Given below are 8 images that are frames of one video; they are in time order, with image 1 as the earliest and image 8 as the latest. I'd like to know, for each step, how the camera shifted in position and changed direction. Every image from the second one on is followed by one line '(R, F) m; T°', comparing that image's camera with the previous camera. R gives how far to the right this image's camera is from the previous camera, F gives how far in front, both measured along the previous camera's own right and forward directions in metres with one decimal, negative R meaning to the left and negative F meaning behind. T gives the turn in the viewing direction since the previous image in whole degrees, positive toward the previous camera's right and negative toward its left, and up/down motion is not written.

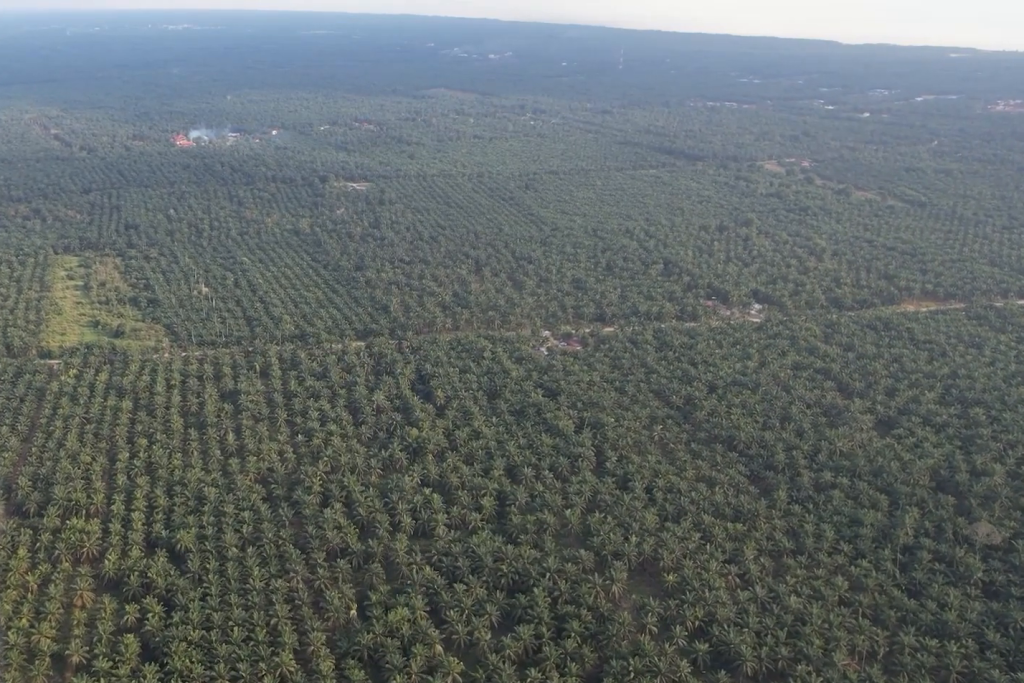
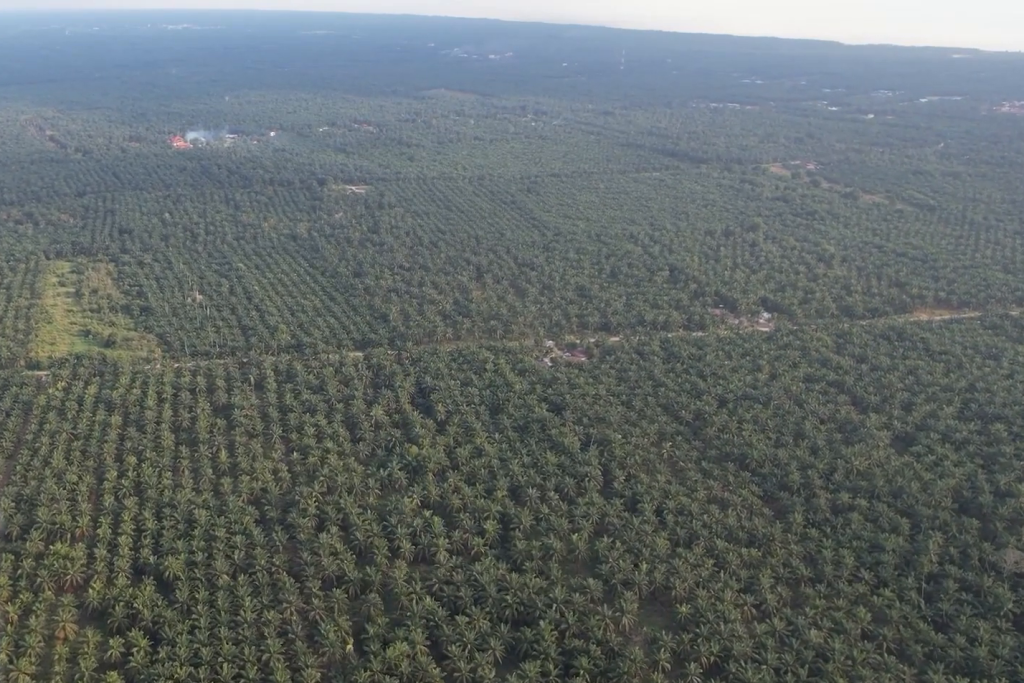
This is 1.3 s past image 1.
(0.0, +18.4) m; 0°
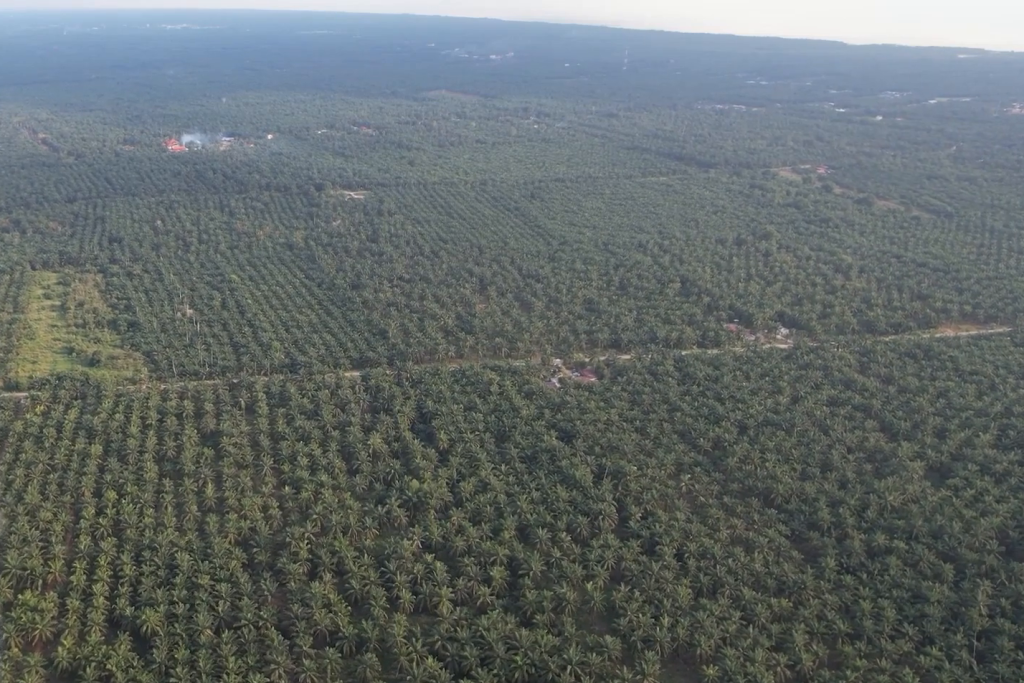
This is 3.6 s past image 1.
(0.0, +32.6) m; 0°
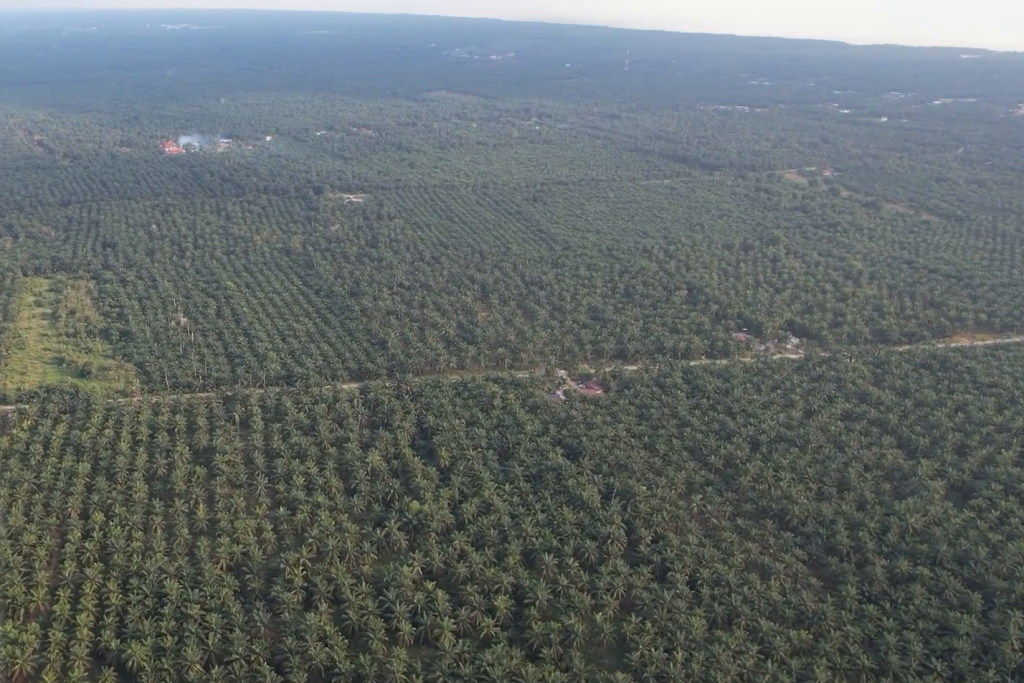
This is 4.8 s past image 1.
(0.0, +17.6) m; 0°
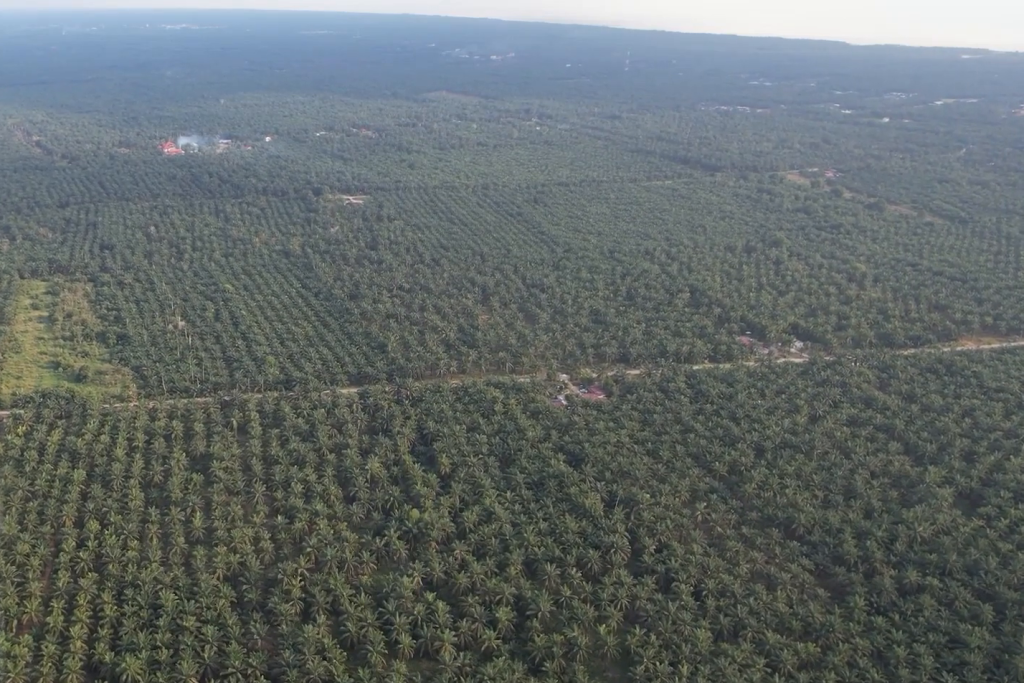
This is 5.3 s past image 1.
(0.0, +6.4) m; 0°
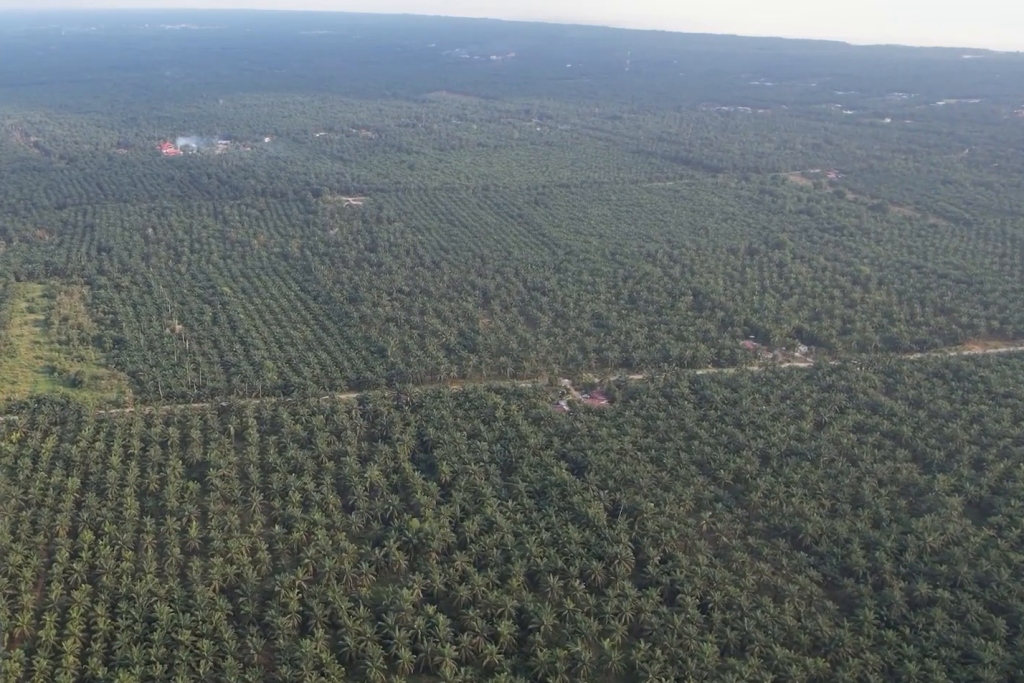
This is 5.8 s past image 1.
(0.0, +7.6) m; 0°
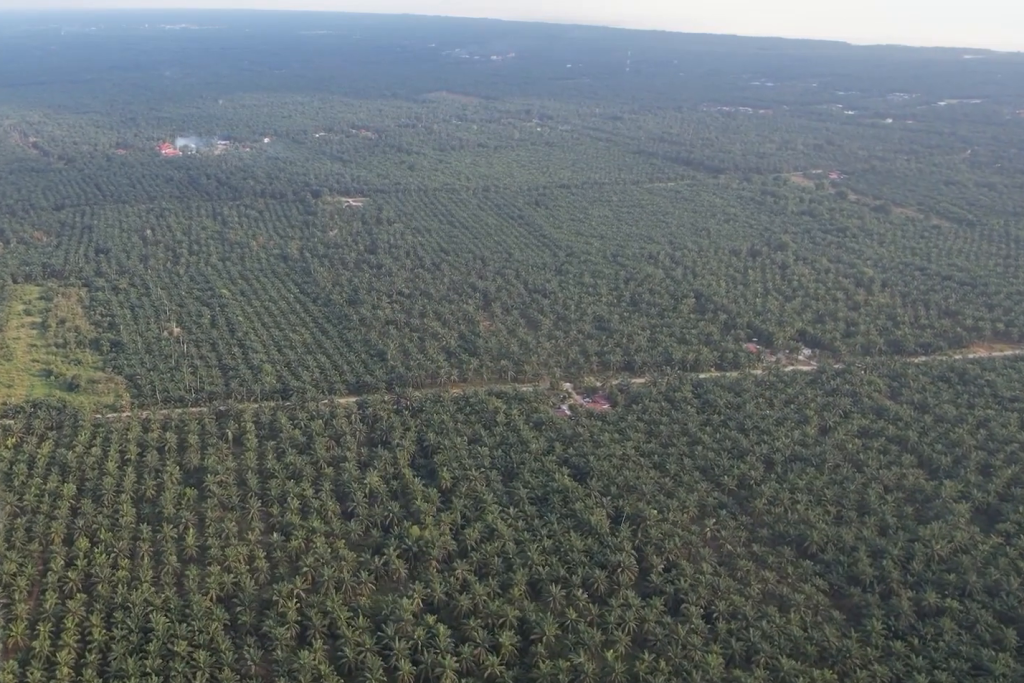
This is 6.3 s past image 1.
(0.0, +5.8) m; 0°
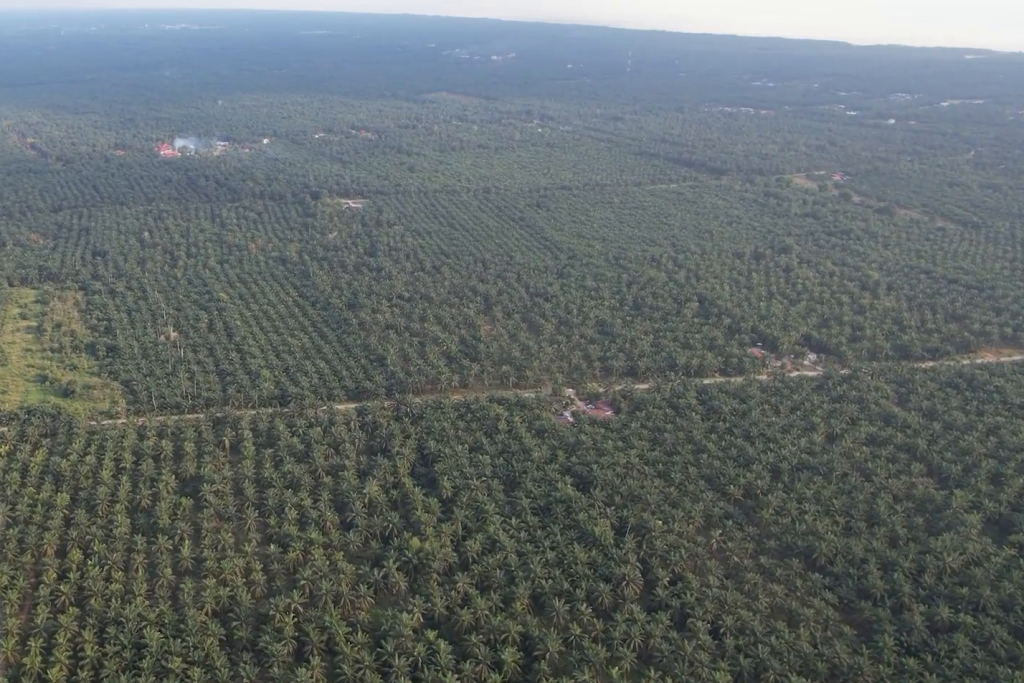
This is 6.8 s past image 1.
(0.0, +8.1) m; 0°
